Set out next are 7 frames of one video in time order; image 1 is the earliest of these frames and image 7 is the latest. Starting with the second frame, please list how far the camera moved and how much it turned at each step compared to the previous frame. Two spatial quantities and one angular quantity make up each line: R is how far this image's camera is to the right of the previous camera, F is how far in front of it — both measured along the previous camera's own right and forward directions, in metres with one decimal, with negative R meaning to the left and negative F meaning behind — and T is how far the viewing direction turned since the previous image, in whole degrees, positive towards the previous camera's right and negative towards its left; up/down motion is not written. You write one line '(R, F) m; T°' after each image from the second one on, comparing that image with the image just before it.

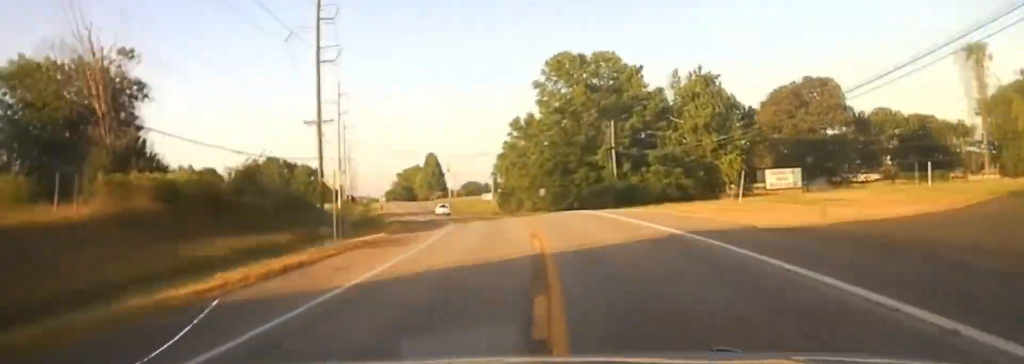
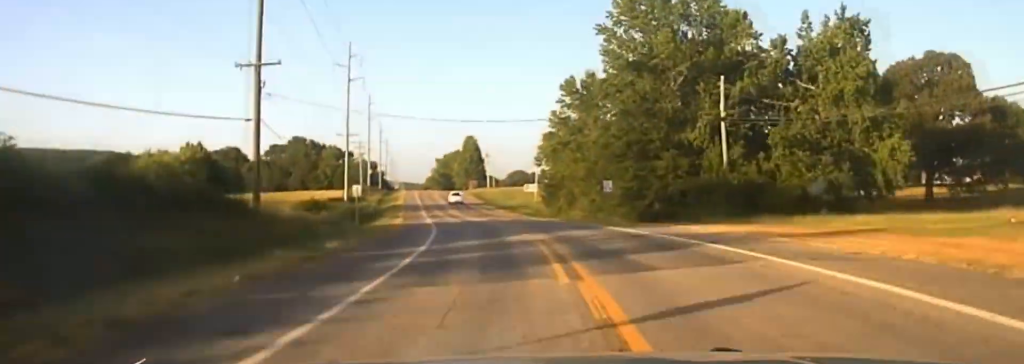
(-0.9, +35.1) m; -3°
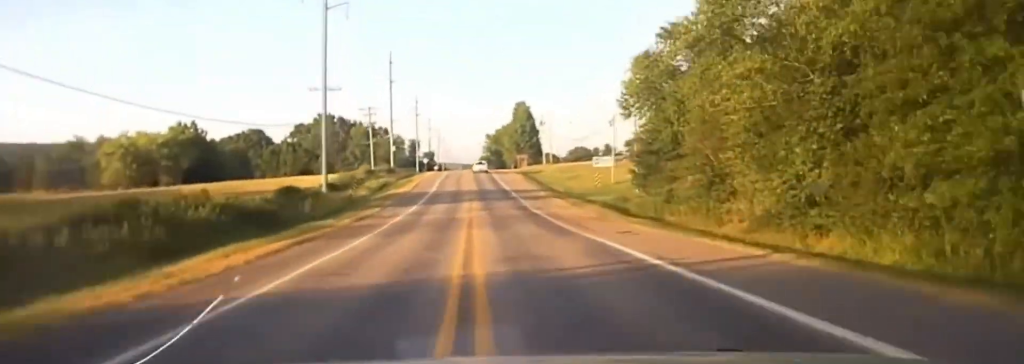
(-1.8, +46.6) m; -4°
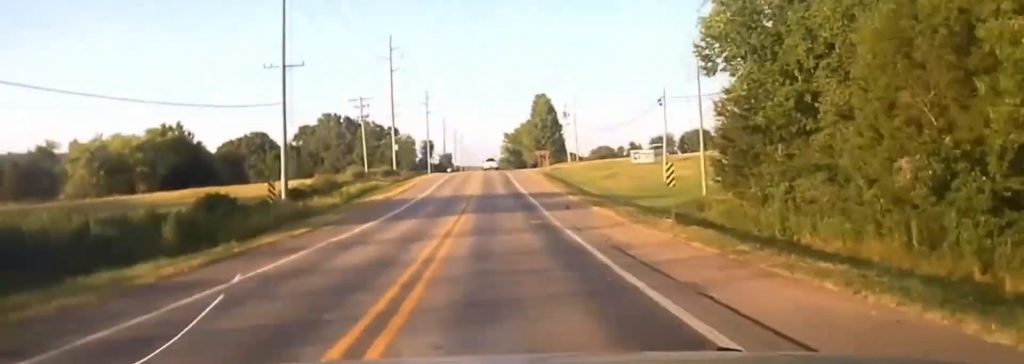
(-0.5, +22.7) m; -1°
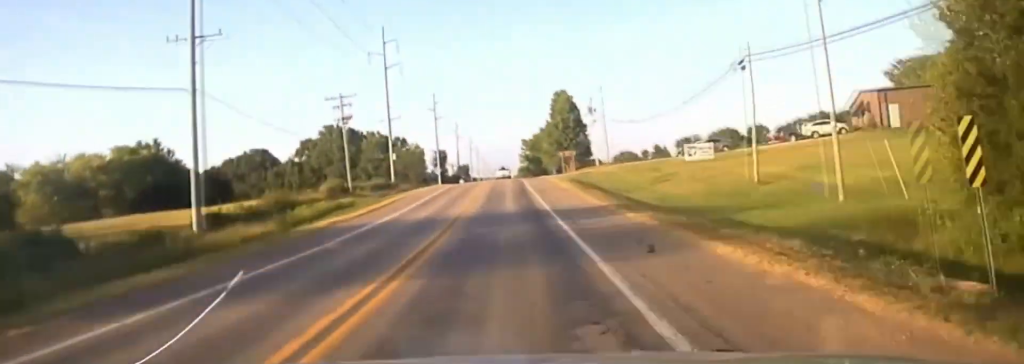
(-0.3, +21.1) m; -1°
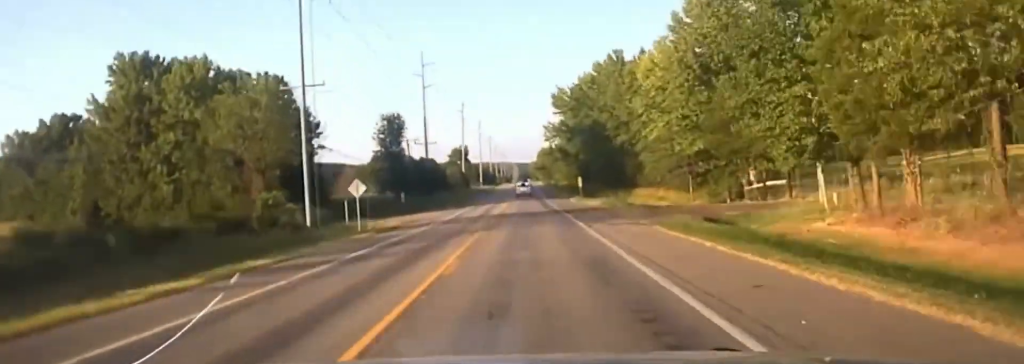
(-4.2, +148.7) m; -1°
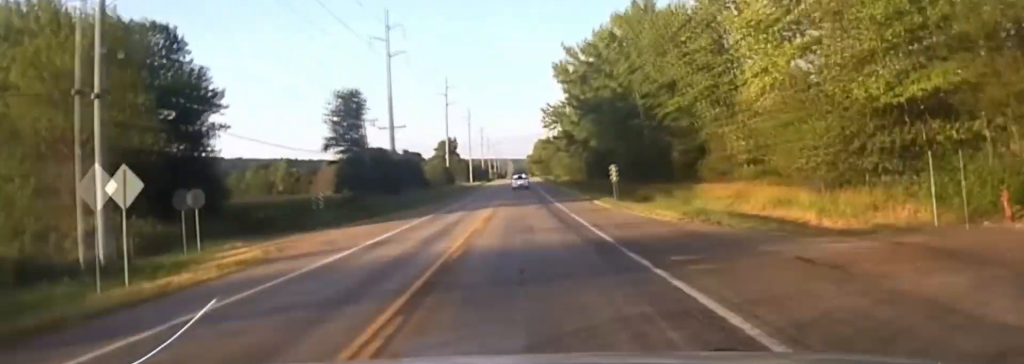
(+0.2, +35.3) m; 0°
